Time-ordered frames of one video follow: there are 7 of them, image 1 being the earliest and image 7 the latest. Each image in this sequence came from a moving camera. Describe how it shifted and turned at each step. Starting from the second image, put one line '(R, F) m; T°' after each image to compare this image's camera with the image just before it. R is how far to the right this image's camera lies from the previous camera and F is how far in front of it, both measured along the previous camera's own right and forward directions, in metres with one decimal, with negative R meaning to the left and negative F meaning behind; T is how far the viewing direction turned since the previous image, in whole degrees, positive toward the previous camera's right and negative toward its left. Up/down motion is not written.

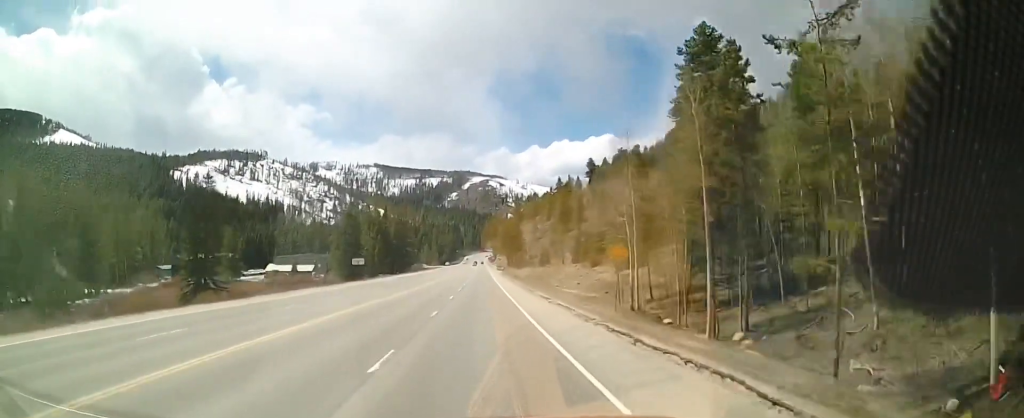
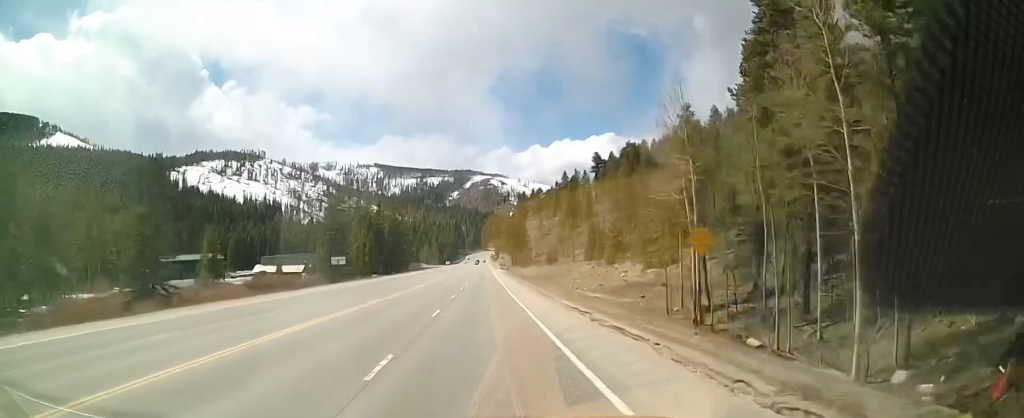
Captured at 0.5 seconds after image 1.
(-0.1, +12.9) m; -1°
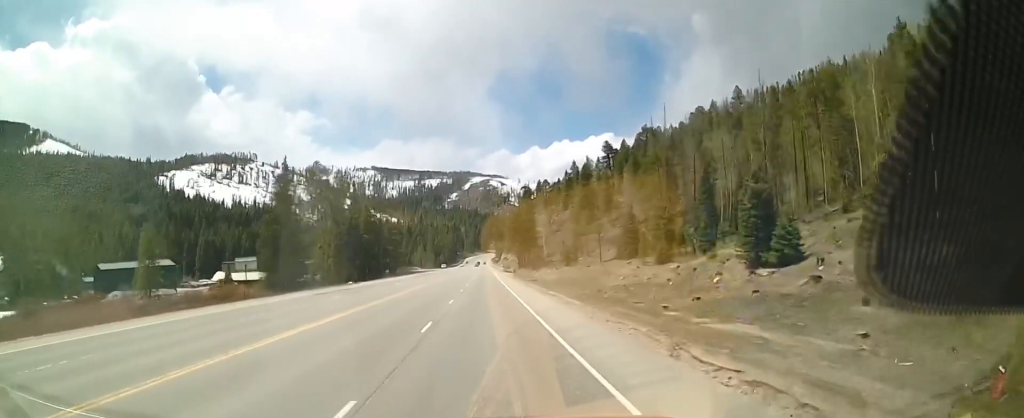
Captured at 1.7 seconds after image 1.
(-0.2, +28.9) m; 0°
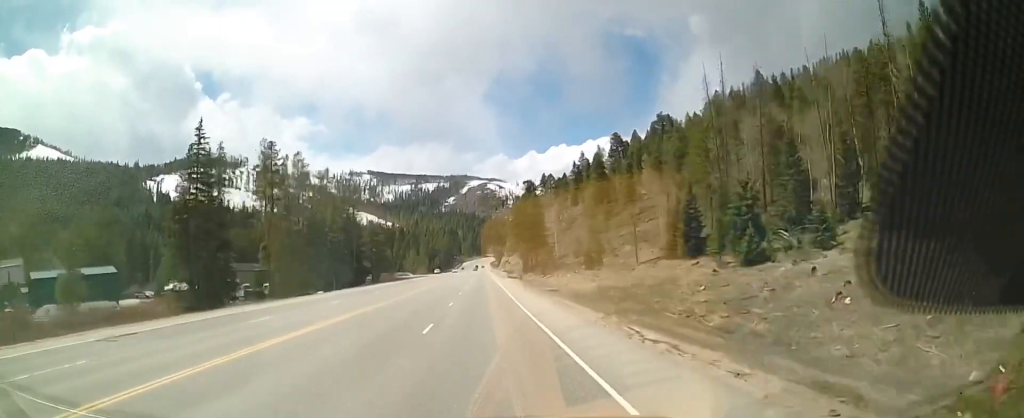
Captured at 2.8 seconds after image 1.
(+0.2, +24.6) m; +1°
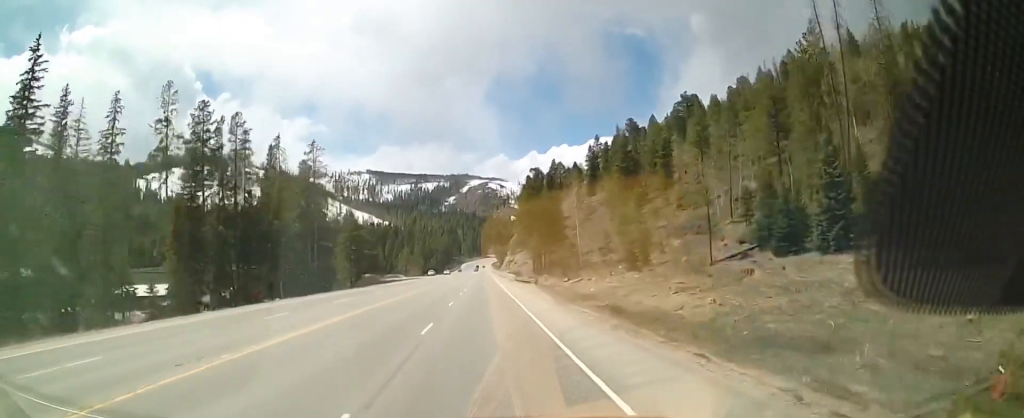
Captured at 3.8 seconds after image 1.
(+0.1, +24.6) m; 0°
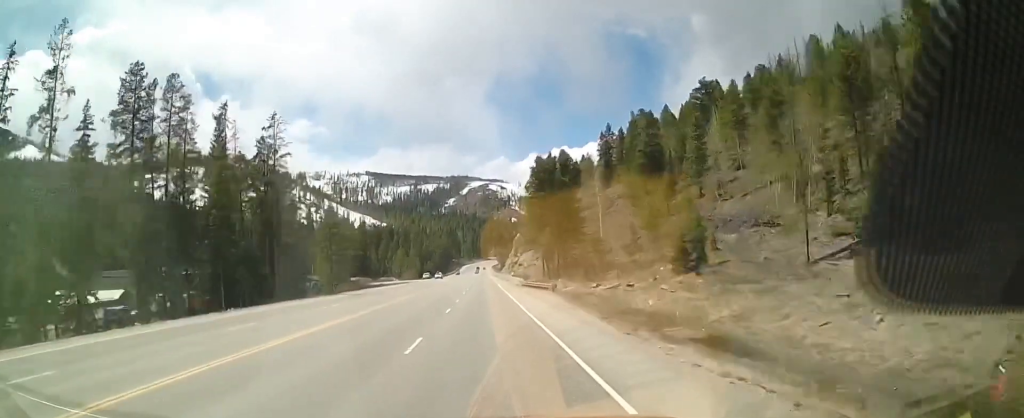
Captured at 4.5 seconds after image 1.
(-0.5, +15.9) m; 0°
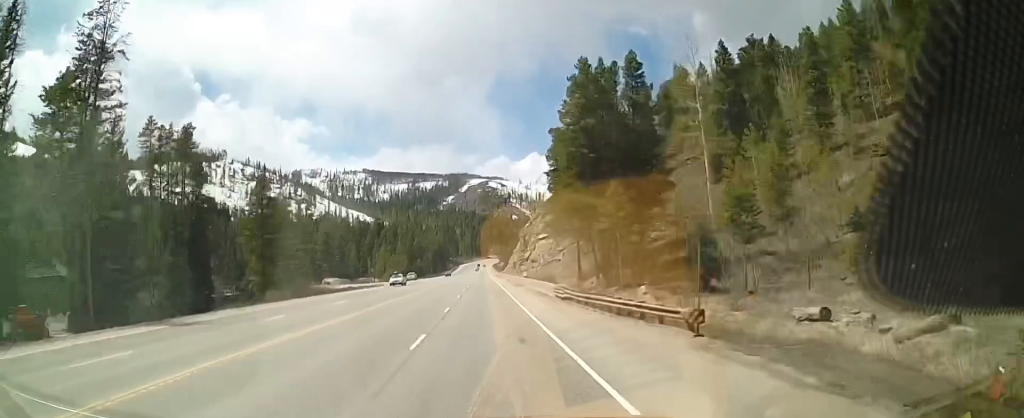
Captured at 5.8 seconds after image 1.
(+1.0, +32.6) m; +1°
